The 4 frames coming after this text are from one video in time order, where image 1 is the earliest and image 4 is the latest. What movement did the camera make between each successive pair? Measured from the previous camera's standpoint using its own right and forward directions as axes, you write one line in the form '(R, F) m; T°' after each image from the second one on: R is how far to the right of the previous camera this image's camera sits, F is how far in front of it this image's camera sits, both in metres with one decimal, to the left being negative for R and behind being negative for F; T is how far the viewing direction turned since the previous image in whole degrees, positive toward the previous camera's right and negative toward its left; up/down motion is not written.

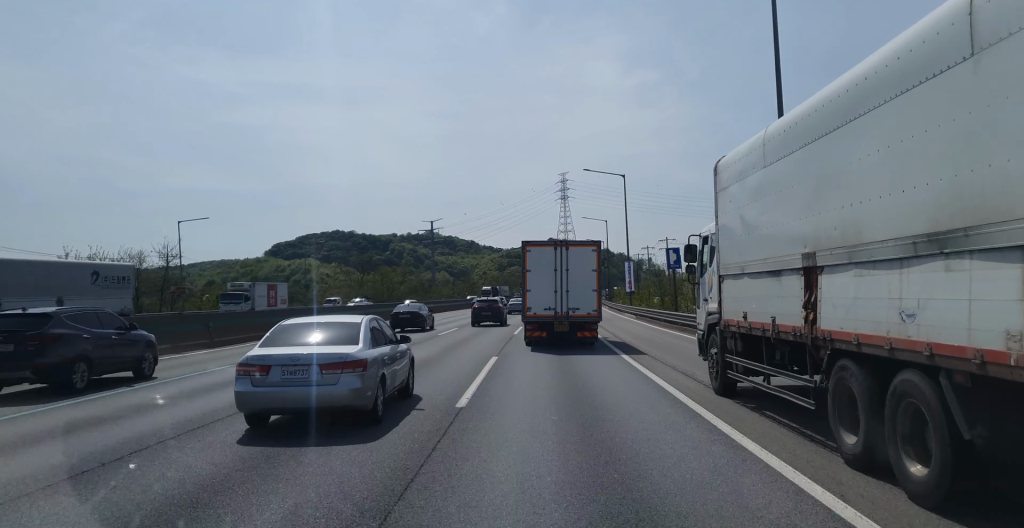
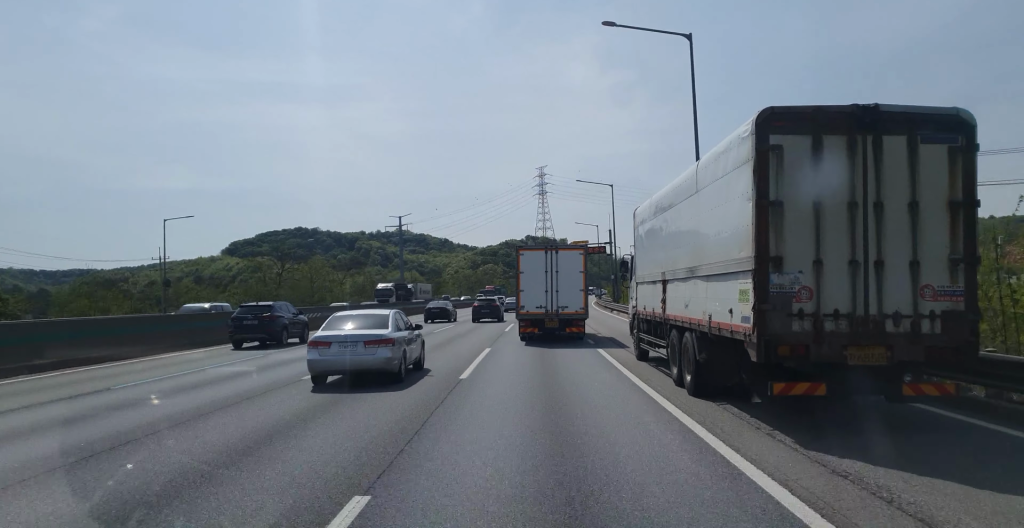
(+1.2, +36.2) m; +2°
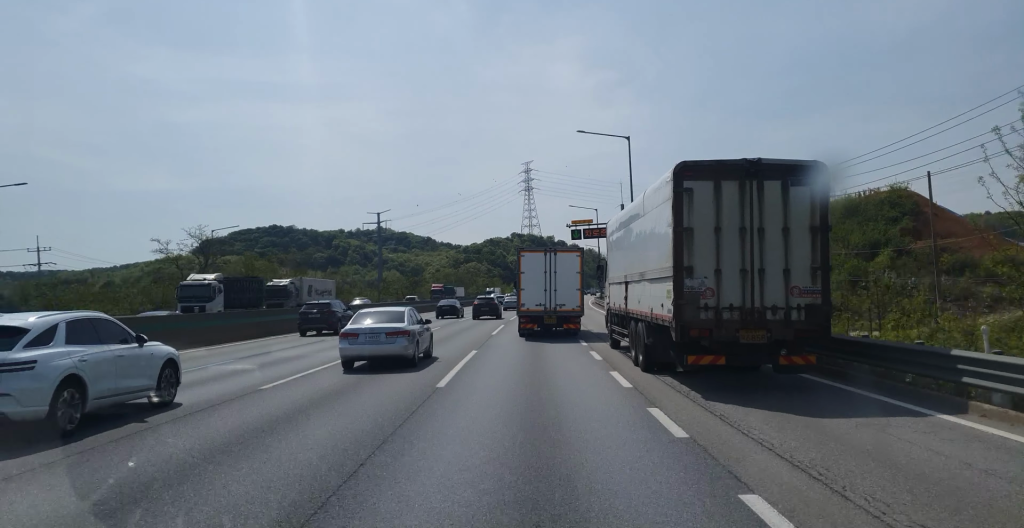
(-0.2, +22.6) m; 0°
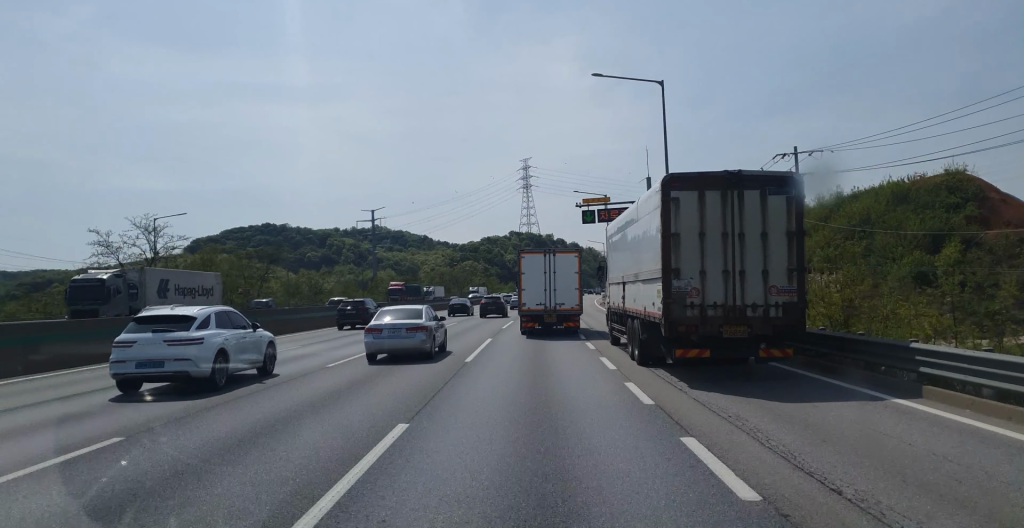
(+0.1, +12.9) m; +1°
